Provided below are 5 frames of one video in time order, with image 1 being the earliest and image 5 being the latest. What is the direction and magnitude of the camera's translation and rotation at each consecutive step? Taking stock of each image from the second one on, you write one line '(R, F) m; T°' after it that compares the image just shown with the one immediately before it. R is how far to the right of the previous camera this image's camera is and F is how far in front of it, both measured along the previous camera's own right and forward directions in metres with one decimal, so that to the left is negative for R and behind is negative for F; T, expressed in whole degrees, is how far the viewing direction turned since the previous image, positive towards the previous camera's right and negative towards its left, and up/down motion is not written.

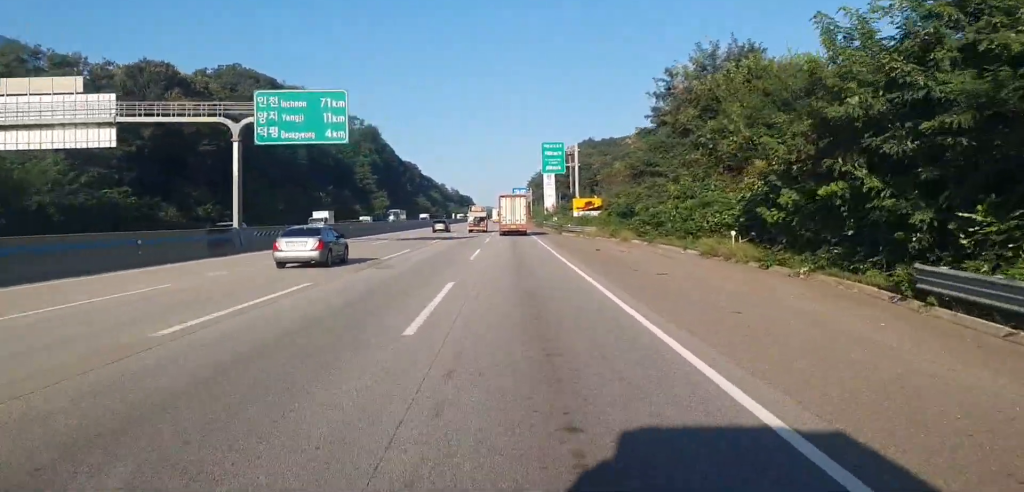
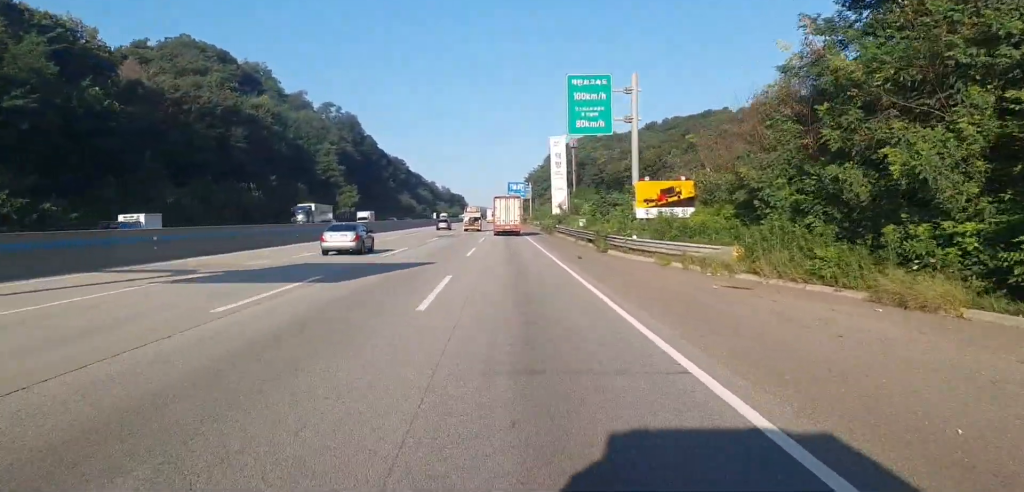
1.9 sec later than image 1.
(+0.2, +37.1) m; +1°
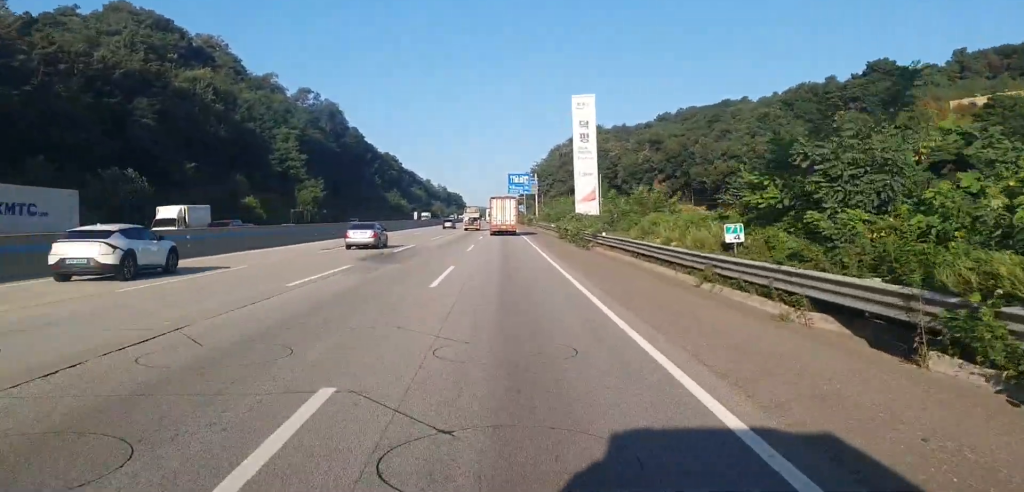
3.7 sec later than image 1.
(-0.9, +34.1) m; -1°
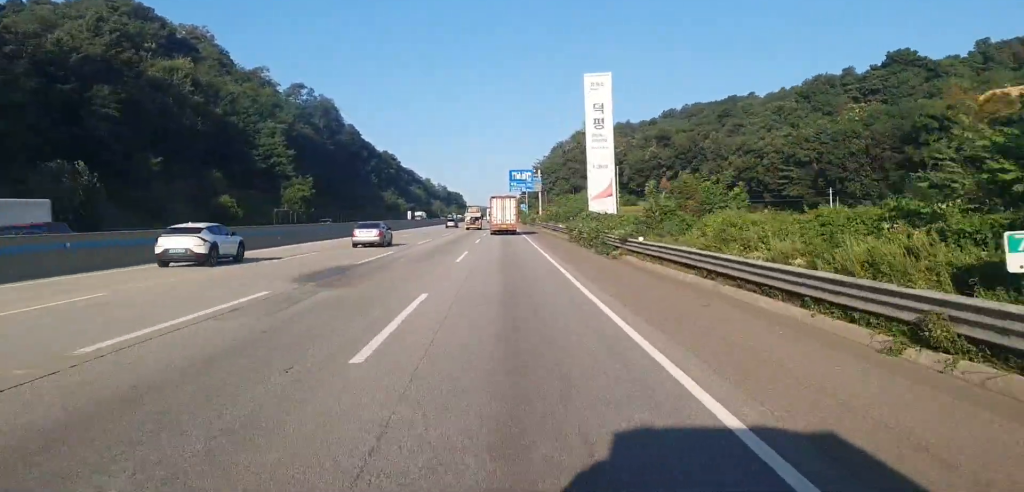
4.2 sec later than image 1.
(+0.3, +9.8) m; +1°
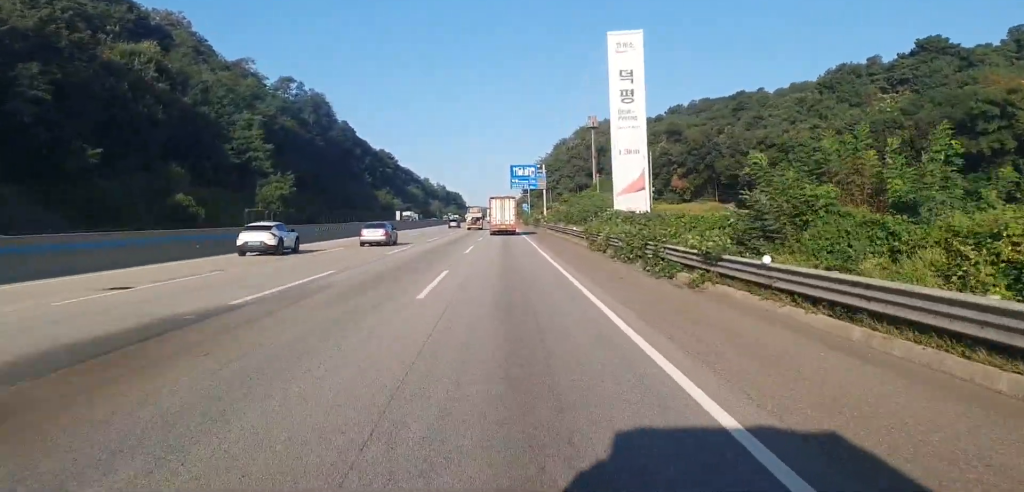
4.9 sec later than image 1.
(+0.2, +13.0) m; +1°
